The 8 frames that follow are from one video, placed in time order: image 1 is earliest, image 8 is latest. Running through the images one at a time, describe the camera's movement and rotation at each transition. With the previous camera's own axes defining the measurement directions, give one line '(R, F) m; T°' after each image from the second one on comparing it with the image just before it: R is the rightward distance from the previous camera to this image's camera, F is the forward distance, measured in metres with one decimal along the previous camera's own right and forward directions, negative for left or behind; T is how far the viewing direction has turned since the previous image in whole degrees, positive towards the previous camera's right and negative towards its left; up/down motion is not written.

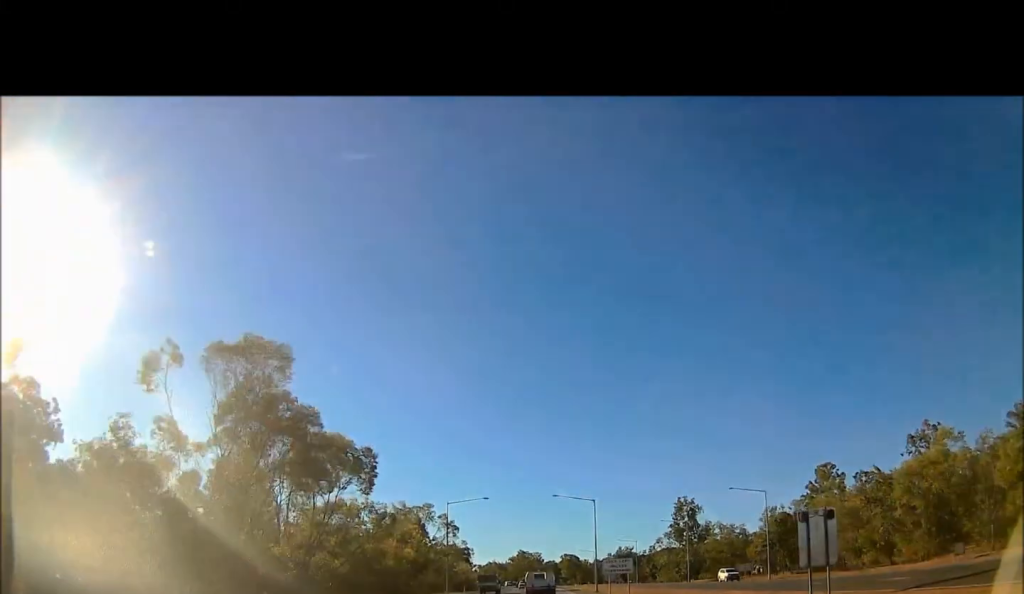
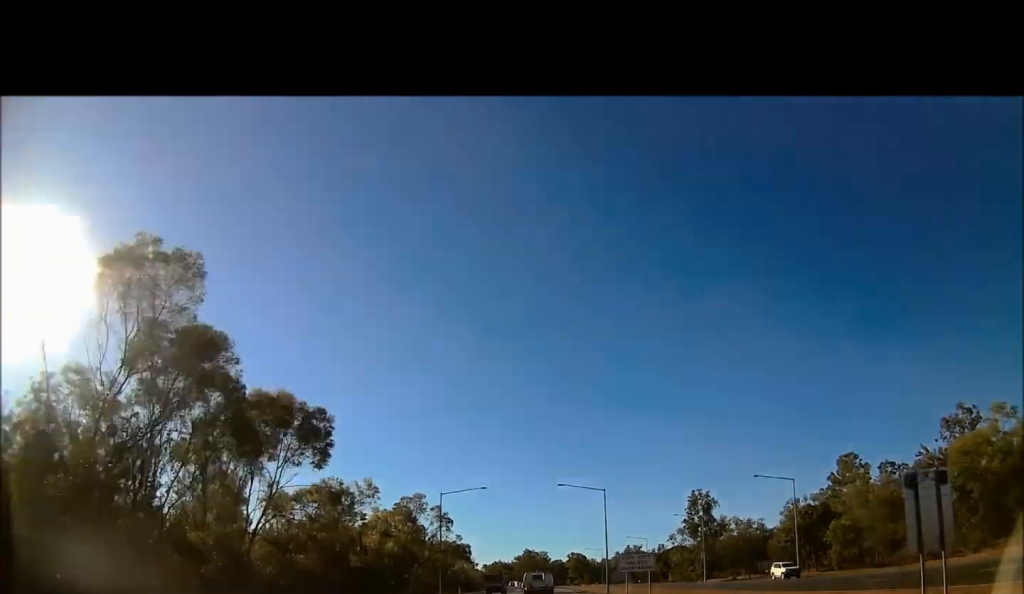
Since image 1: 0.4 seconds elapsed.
(-0.1, +8.1) m; -1°
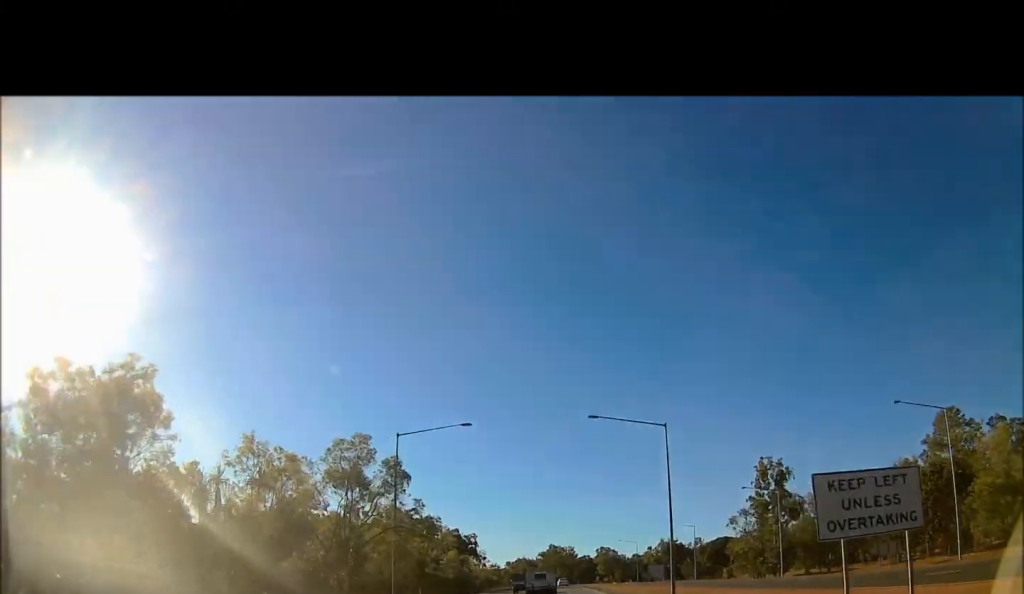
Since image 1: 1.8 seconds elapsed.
(-0.3, +26.8) m; -1°
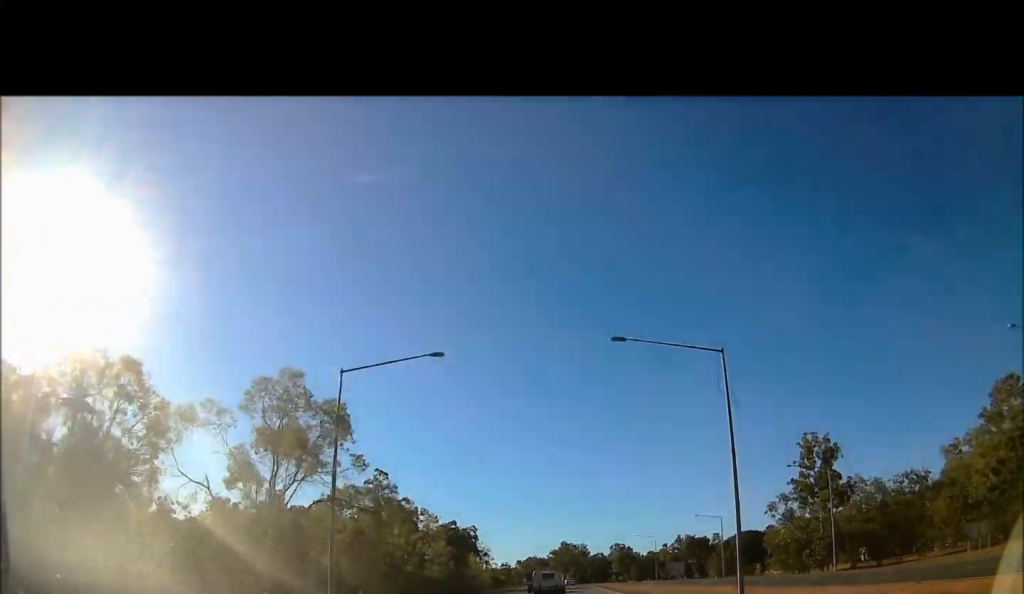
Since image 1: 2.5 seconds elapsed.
(0.0, +12.8) m; 0°
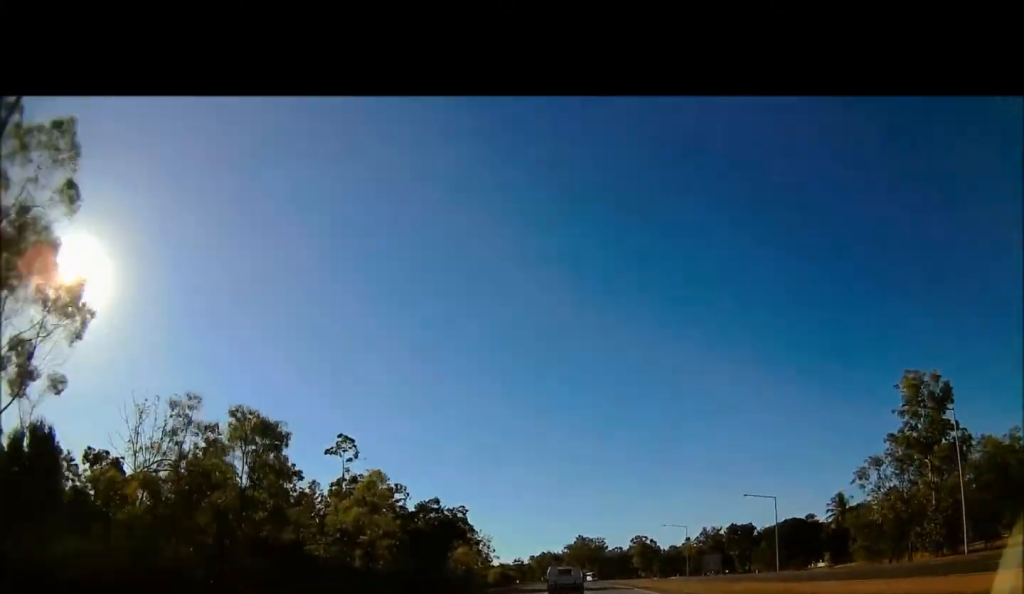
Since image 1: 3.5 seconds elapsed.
(-0.1, +22.3) m; -1°
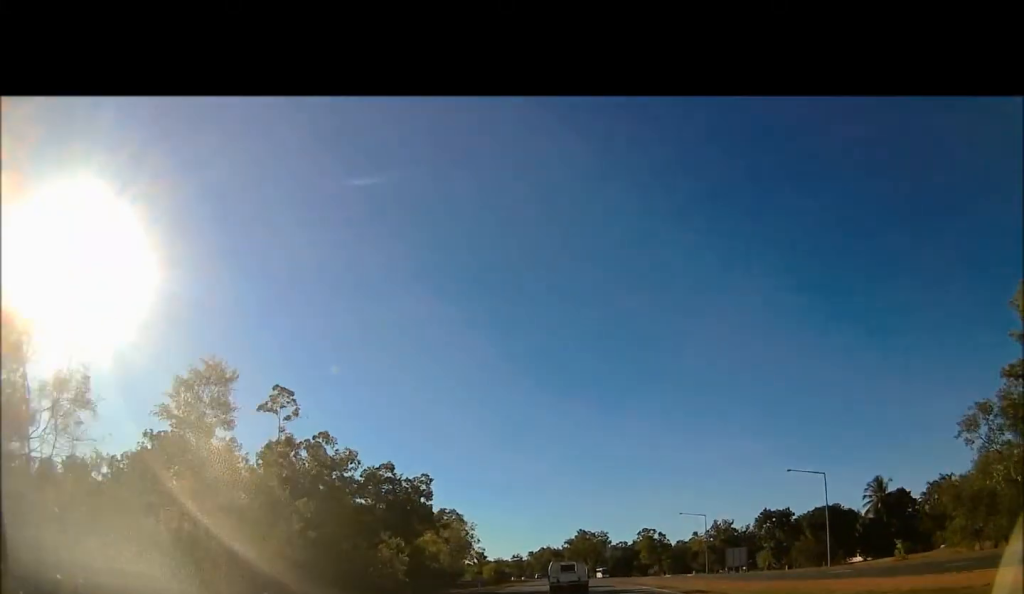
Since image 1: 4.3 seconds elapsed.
(-0.2, +18.8) m; -1°
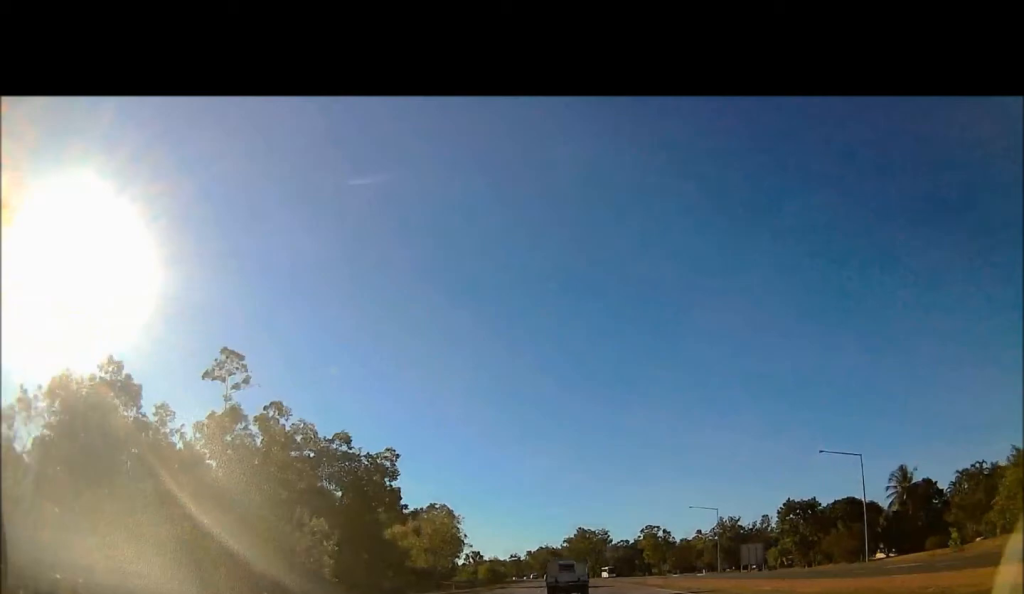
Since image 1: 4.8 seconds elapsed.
(-0.2, +11.8) m; -1°
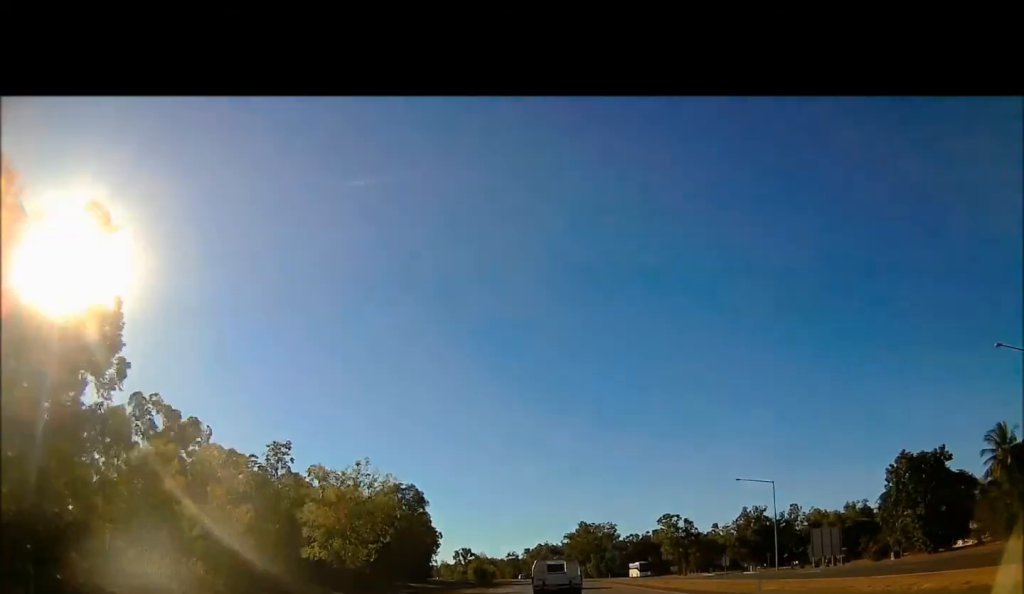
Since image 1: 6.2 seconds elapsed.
(-0.3, +36.6) m; 0°
